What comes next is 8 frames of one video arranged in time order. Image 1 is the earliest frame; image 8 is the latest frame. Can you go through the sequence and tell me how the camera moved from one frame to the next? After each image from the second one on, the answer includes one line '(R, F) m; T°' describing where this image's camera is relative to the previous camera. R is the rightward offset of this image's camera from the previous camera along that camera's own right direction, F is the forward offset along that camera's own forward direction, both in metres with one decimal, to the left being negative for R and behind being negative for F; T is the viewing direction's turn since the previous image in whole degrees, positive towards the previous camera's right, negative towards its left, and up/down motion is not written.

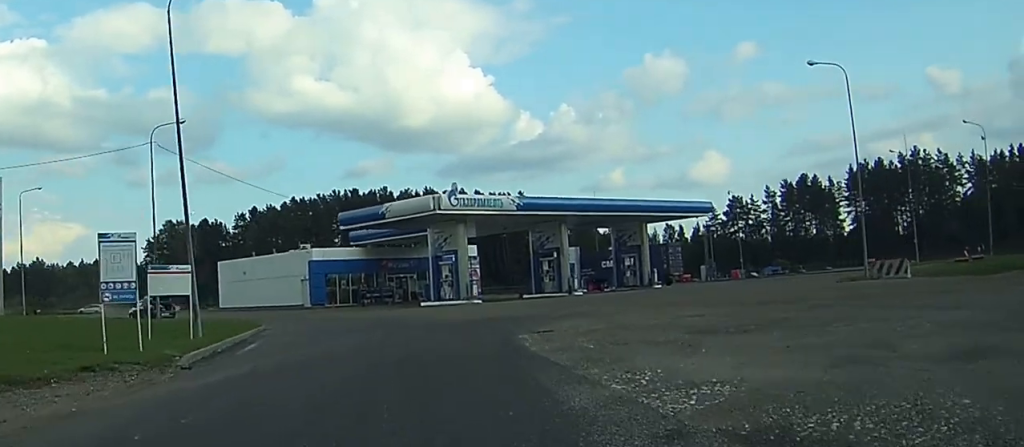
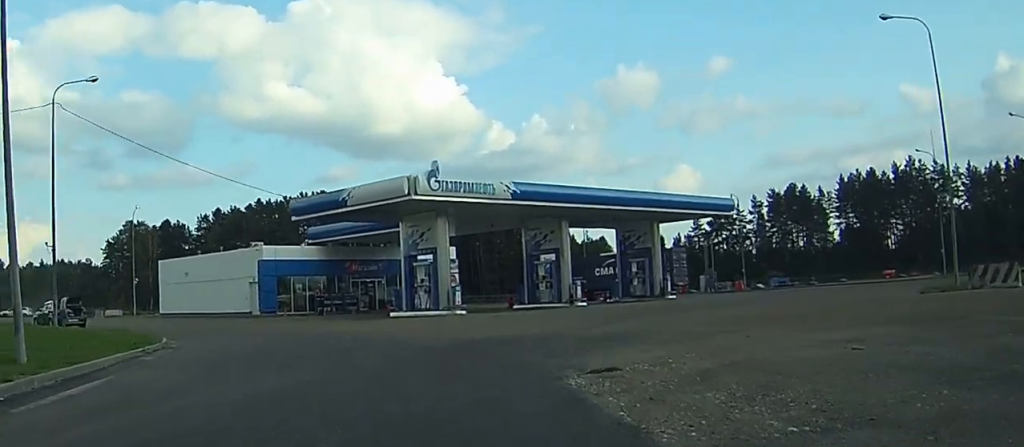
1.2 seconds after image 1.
(+0.2, +10.2) m; +2°
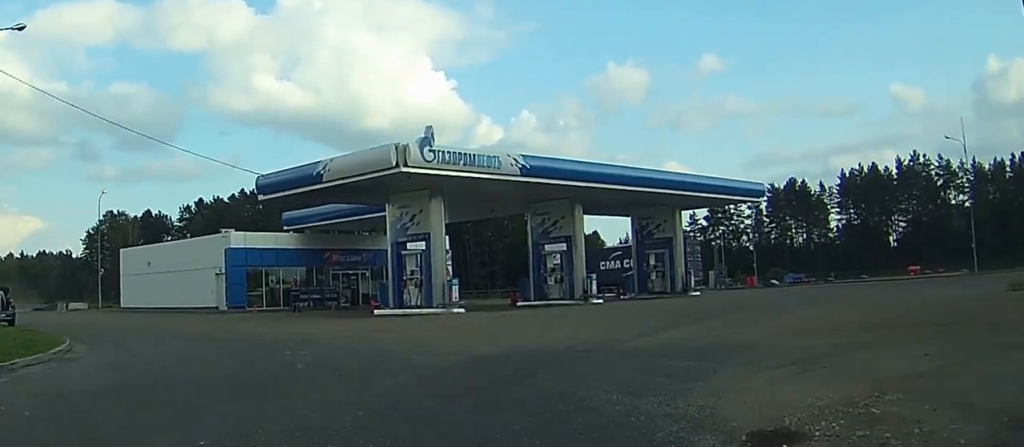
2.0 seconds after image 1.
(0.0, +6.8) m; +1°
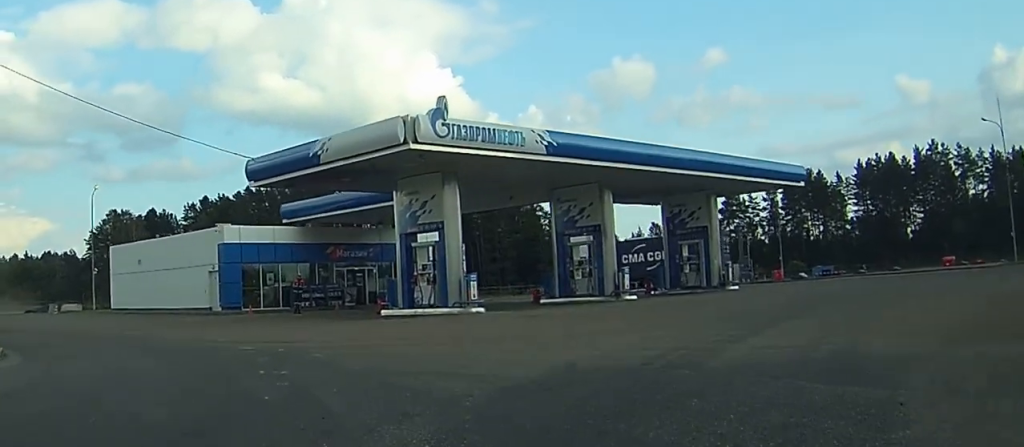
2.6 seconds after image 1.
(0.0, +4.4) m; 0°
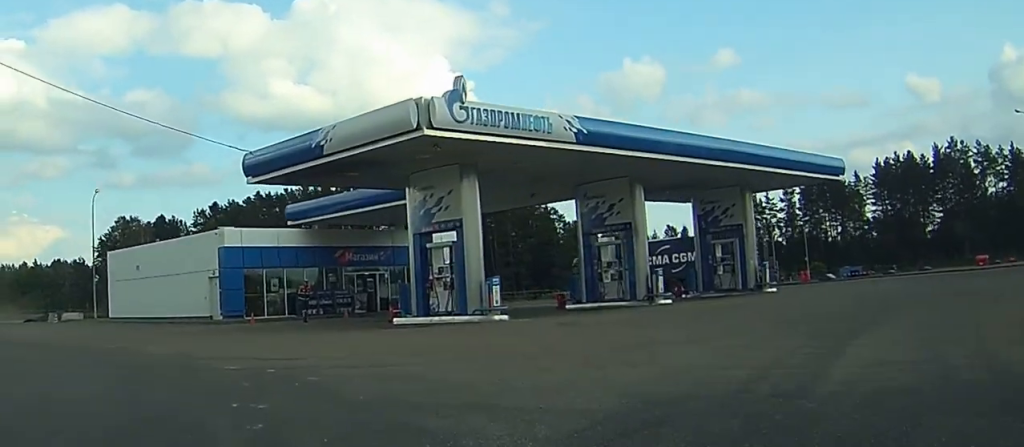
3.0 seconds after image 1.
(0.0, +3.1) m; 0°
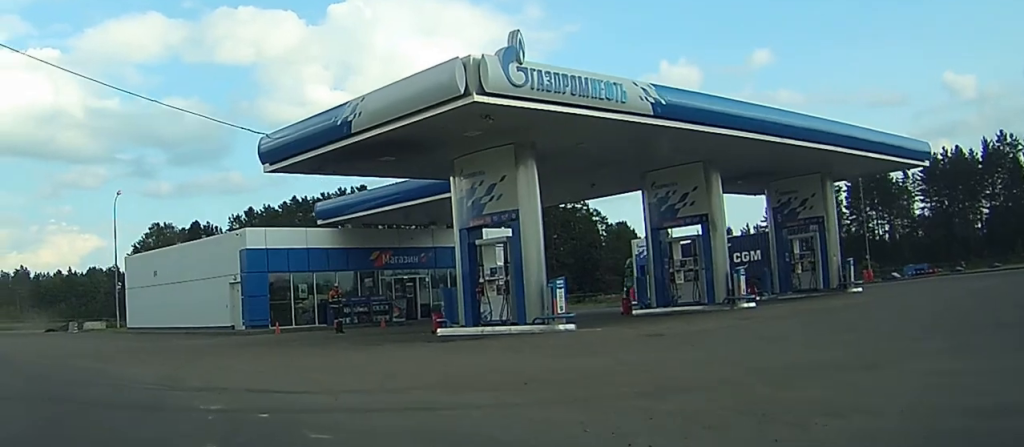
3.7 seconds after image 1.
(0.0, +4.8) m; -1°
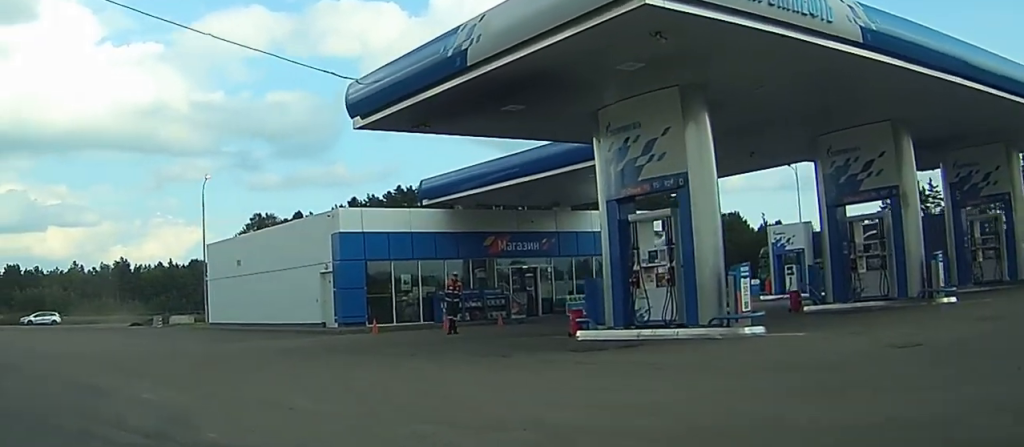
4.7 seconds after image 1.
(-0.2, +6.0) m; -4°
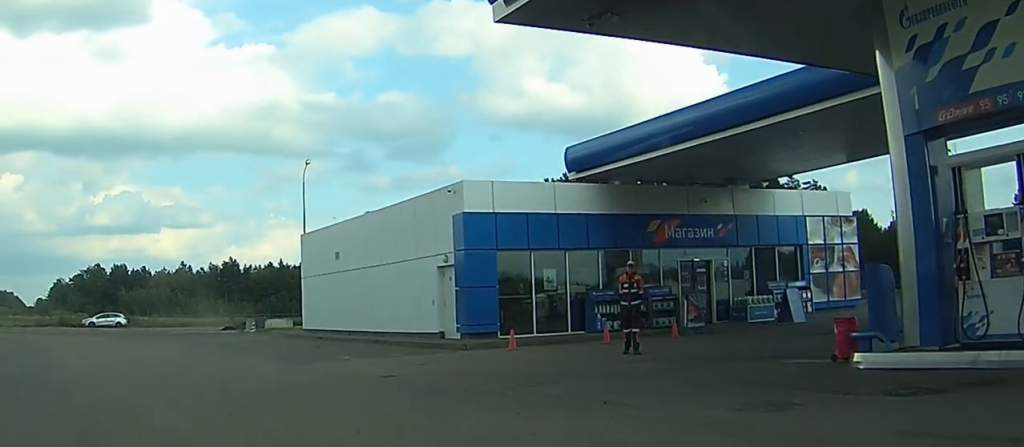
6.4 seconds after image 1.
(-0.8, +8.1) m; -8°
